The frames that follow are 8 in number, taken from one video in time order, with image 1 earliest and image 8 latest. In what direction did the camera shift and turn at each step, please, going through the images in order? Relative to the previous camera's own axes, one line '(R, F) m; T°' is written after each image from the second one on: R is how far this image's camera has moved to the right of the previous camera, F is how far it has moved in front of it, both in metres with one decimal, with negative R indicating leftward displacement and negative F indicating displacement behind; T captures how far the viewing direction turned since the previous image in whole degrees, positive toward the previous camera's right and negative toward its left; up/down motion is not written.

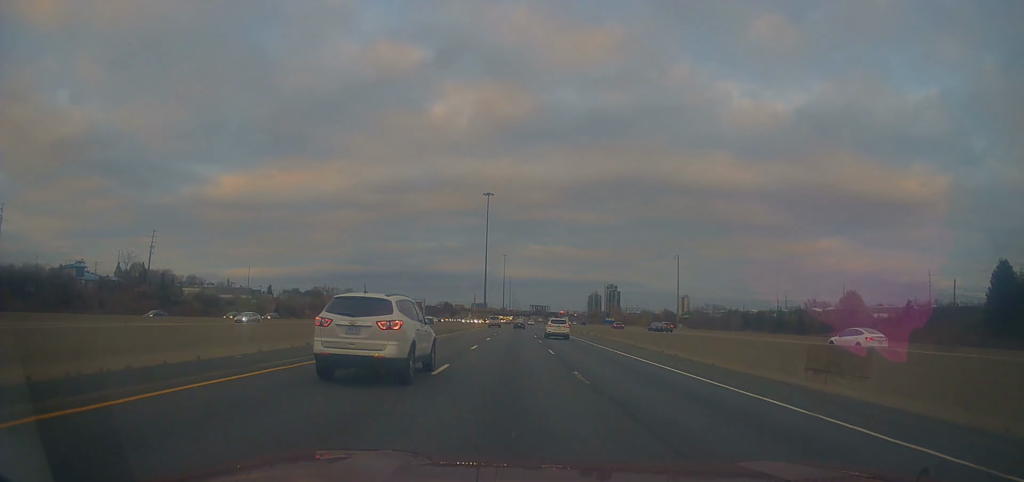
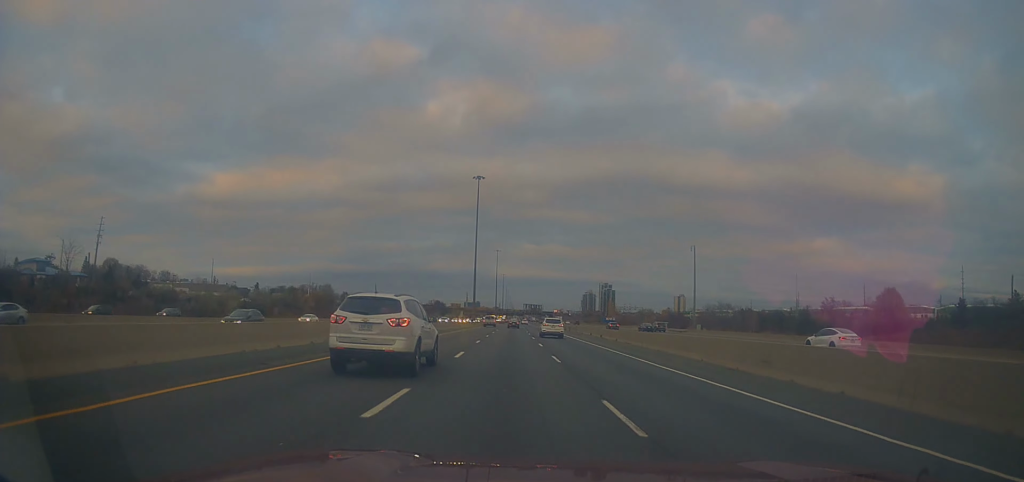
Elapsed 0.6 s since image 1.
(+0.1, +17.8) m; 0°
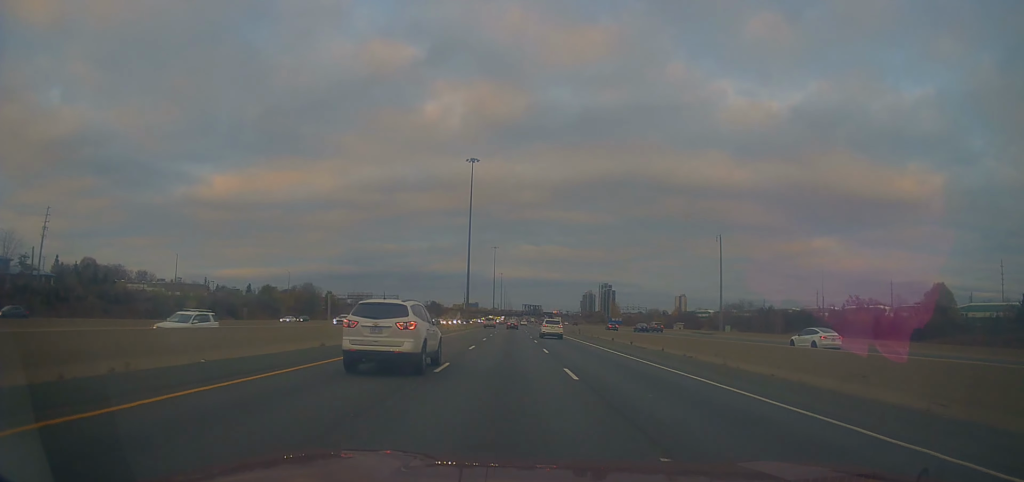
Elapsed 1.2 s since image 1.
(+0.1, +16.8) m; 0°
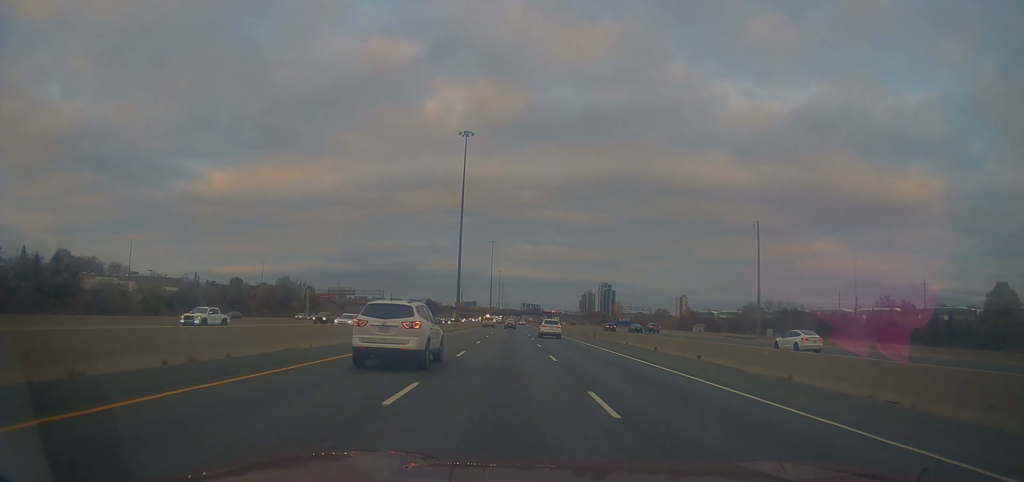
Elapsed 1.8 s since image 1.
(0.0, +17.8) m; 0°
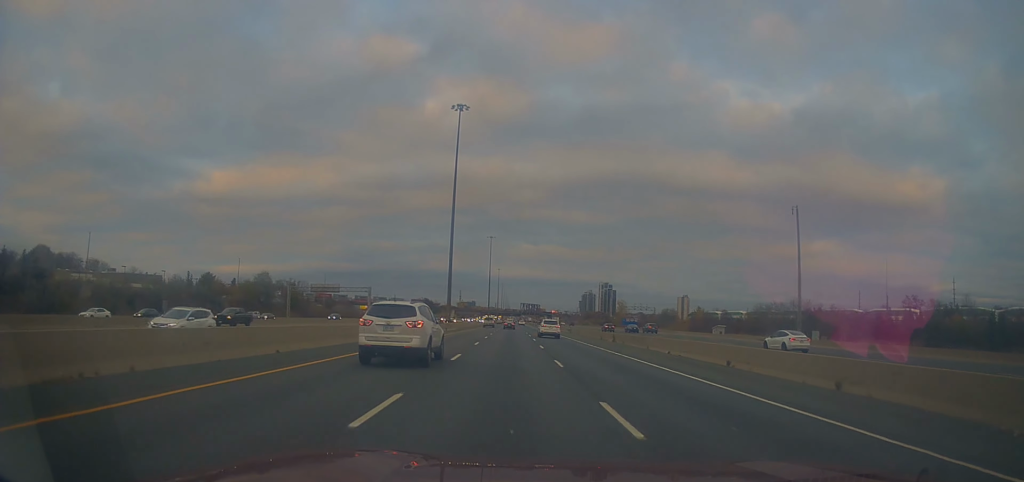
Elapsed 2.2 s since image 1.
(0.0, +13.9) m; 0°
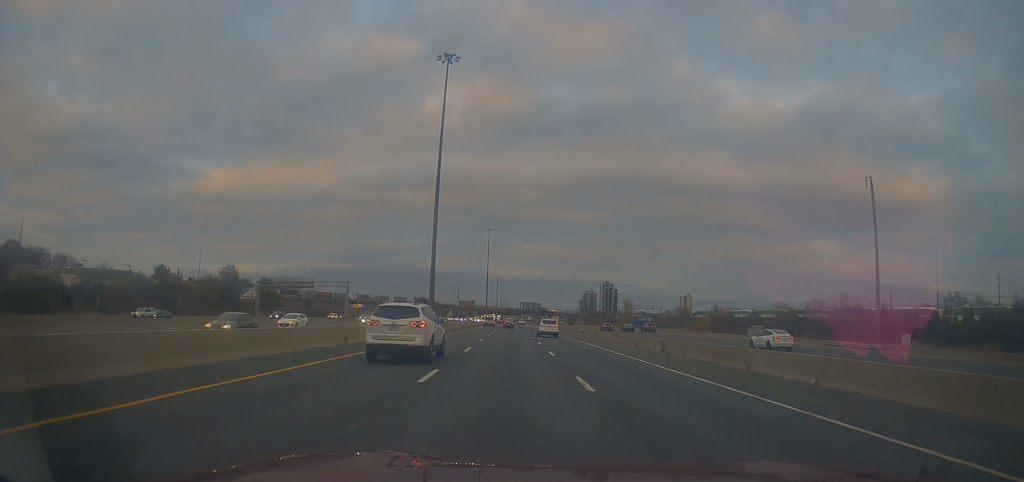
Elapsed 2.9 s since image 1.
(0.0, +18.8) m; 0°
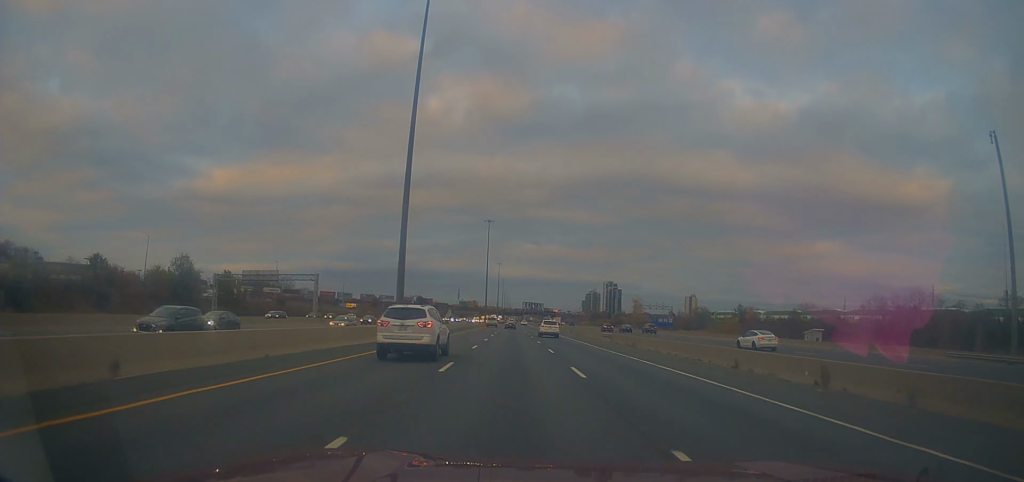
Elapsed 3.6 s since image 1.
(0.0, +20.7) m; +1°
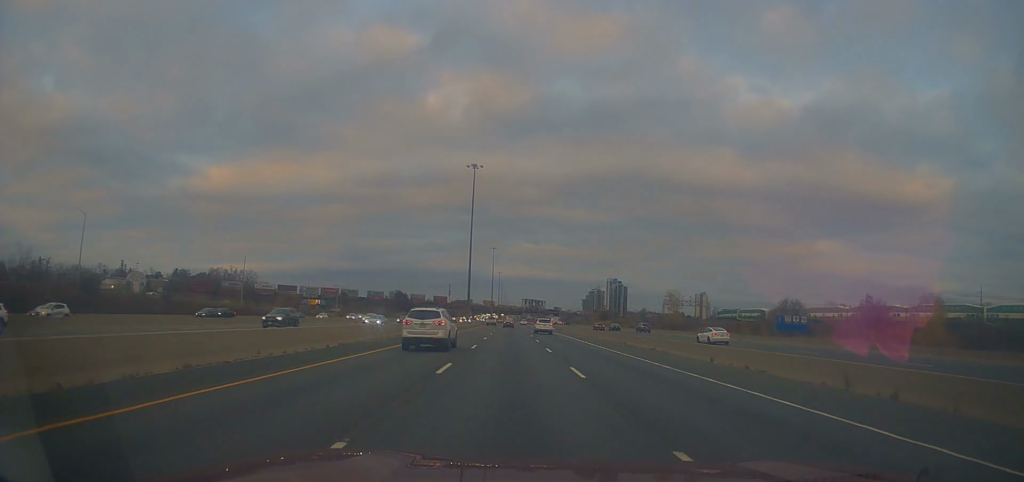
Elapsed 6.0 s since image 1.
(-0.4, +72.2) m; -1°
